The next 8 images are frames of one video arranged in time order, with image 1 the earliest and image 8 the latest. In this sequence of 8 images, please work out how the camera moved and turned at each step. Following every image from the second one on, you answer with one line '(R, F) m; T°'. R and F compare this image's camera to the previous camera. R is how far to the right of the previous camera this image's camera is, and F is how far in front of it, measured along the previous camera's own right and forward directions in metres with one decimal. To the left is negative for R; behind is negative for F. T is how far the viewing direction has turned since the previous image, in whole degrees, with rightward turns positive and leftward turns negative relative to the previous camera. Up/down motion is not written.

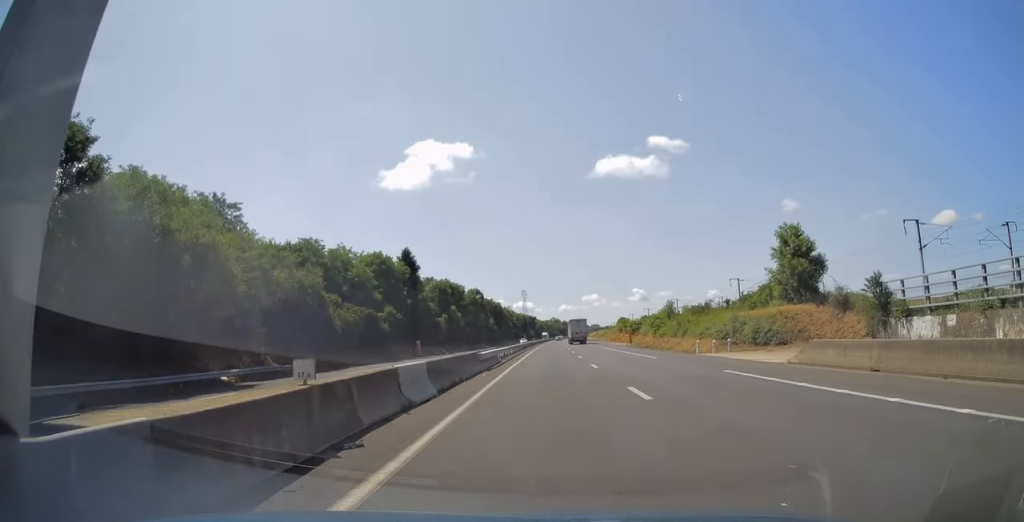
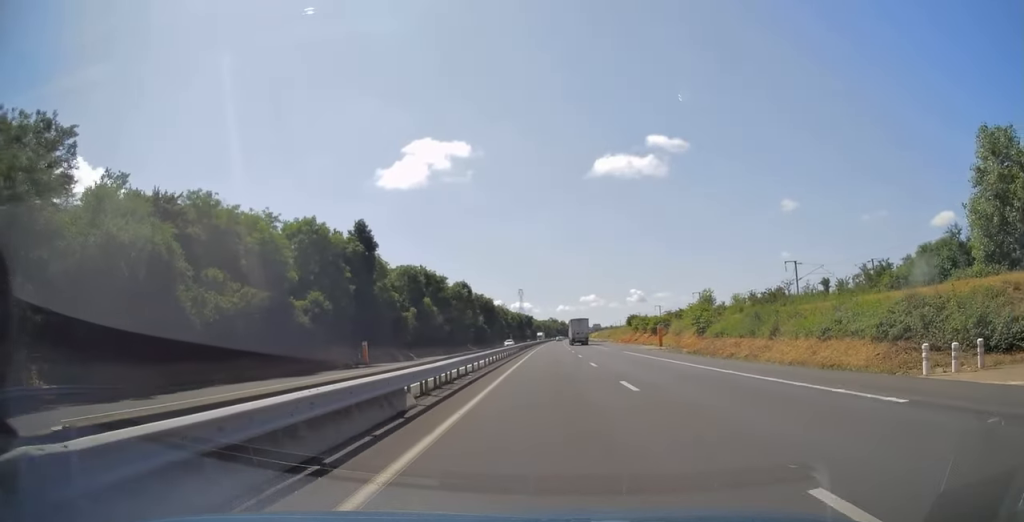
(0.0, +22.9) m; 0°
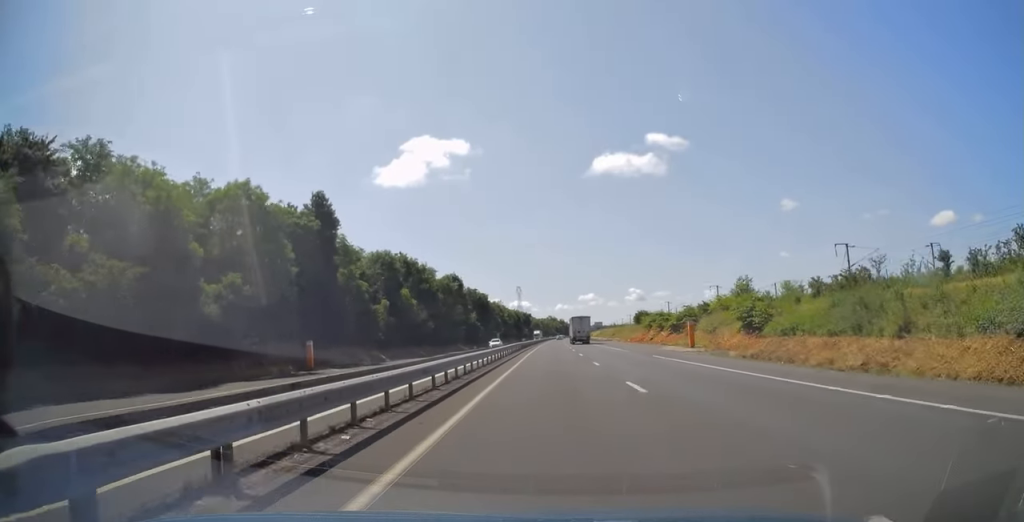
(+0.1, +13.5) m; 0°
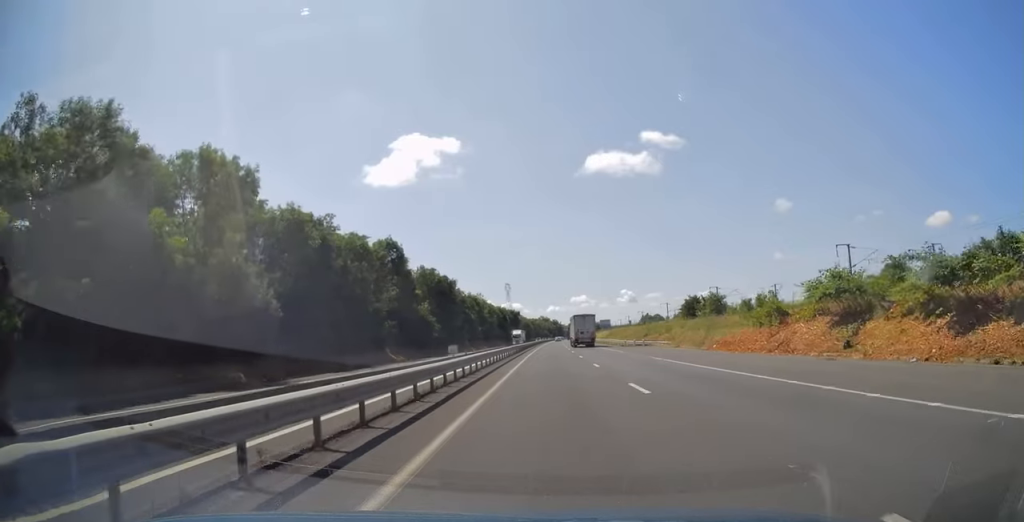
(+0.2, +50.6) m; 0°
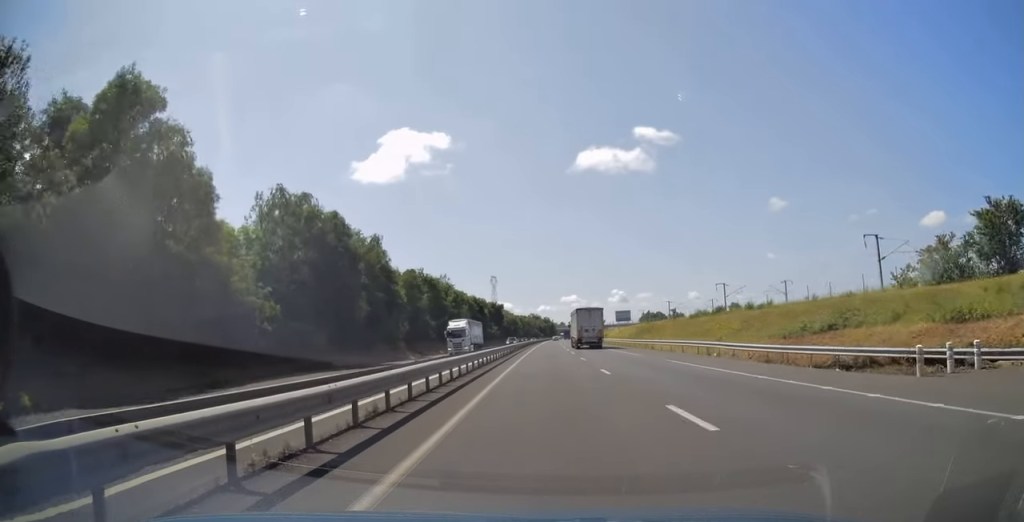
(+0.5, +56.2) m; +1°
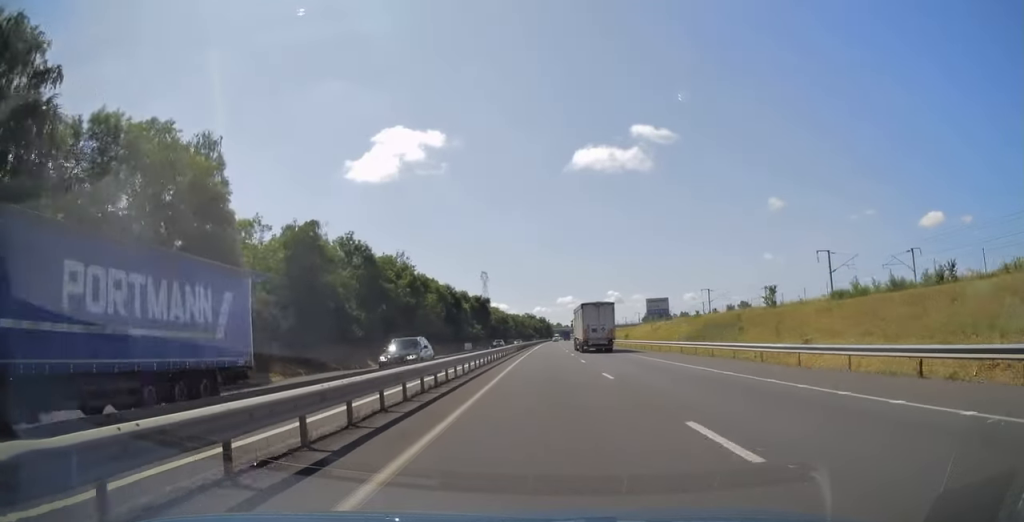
(+0.1, +39.9) m; 0°
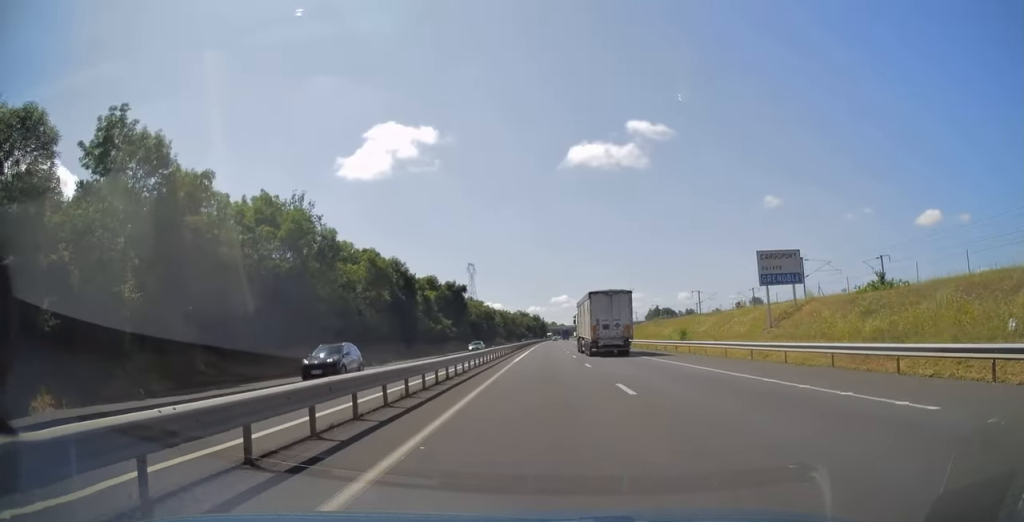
(+0.2, +43.5) m; +1°
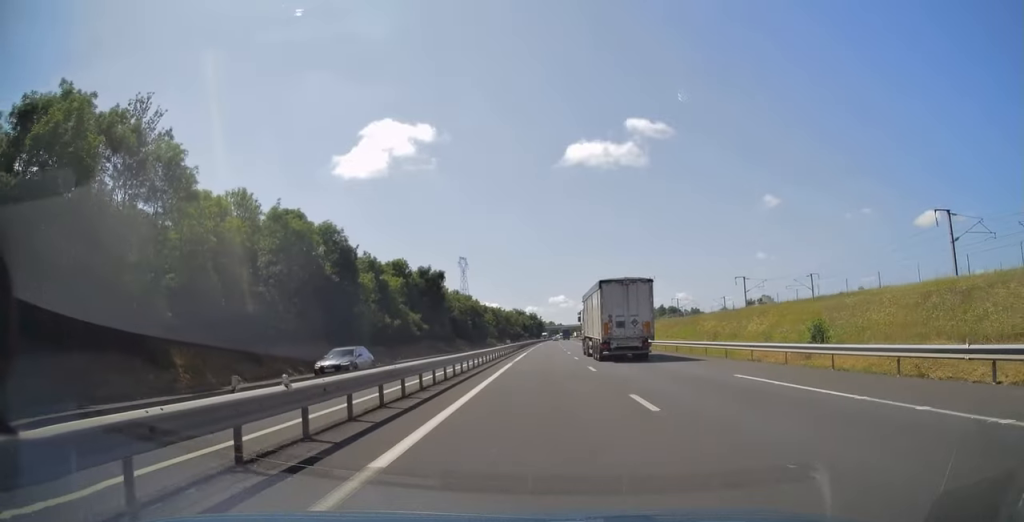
(+0.1, +28.7) m; 0°
